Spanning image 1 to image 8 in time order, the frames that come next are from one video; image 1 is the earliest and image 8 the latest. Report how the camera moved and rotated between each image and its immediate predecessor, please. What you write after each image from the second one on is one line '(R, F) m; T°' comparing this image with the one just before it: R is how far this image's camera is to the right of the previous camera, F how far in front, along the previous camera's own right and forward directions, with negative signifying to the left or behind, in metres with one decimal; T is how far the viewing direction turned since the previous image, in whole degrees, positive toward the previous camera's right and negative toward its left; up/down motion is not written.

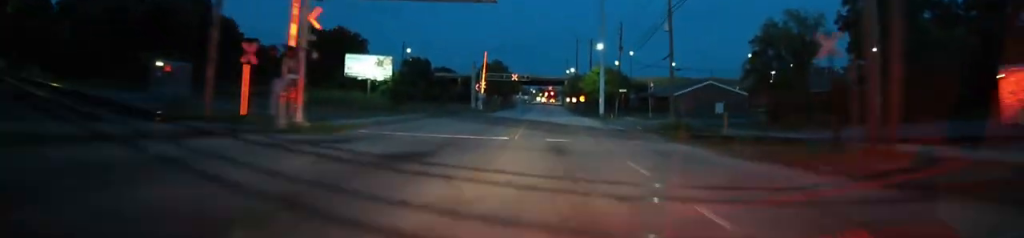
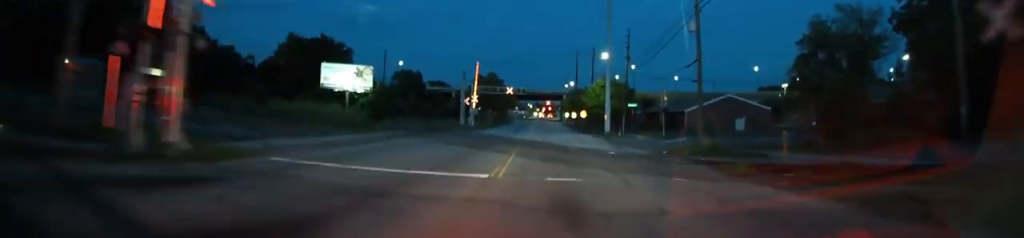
(+0.1, +9.3) m; +1°
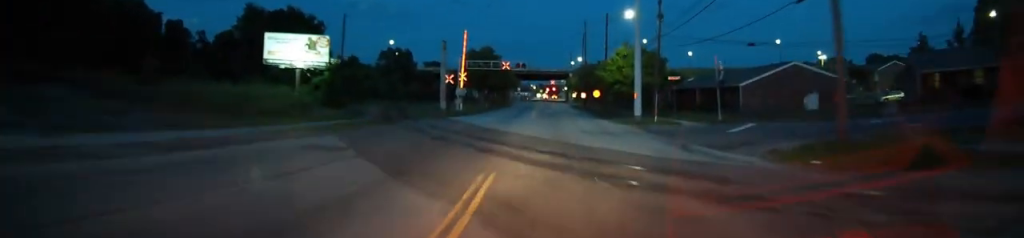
(+0.3, +18.0) m; +1°
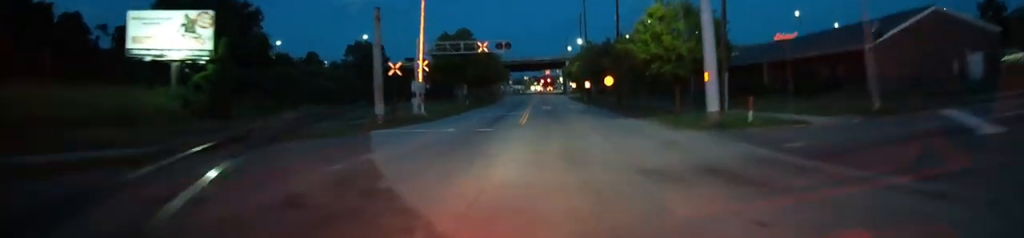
(0.0, +21.1) m; 0°
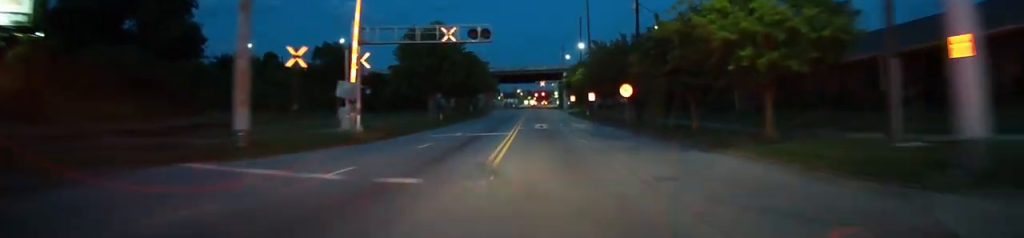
(0.0, +17.0) m; 0°
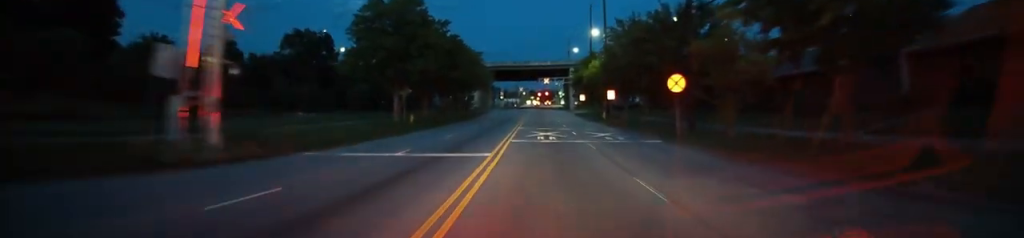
(0.0, +16.2) m; 0°
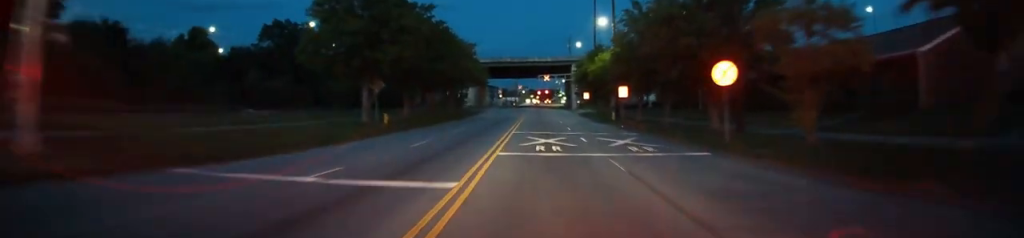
(+0.1, +8.1) m; 0°
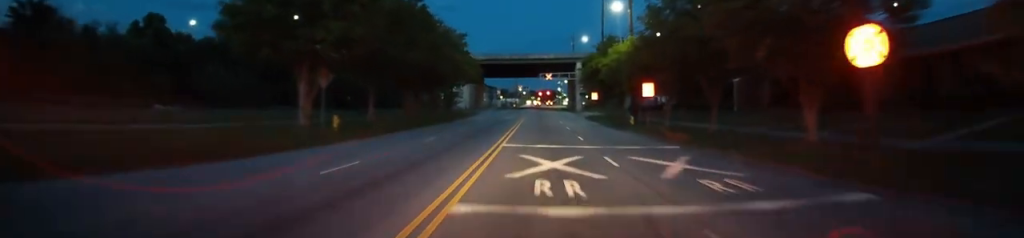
(-0.1, +10.1) m; 0°
